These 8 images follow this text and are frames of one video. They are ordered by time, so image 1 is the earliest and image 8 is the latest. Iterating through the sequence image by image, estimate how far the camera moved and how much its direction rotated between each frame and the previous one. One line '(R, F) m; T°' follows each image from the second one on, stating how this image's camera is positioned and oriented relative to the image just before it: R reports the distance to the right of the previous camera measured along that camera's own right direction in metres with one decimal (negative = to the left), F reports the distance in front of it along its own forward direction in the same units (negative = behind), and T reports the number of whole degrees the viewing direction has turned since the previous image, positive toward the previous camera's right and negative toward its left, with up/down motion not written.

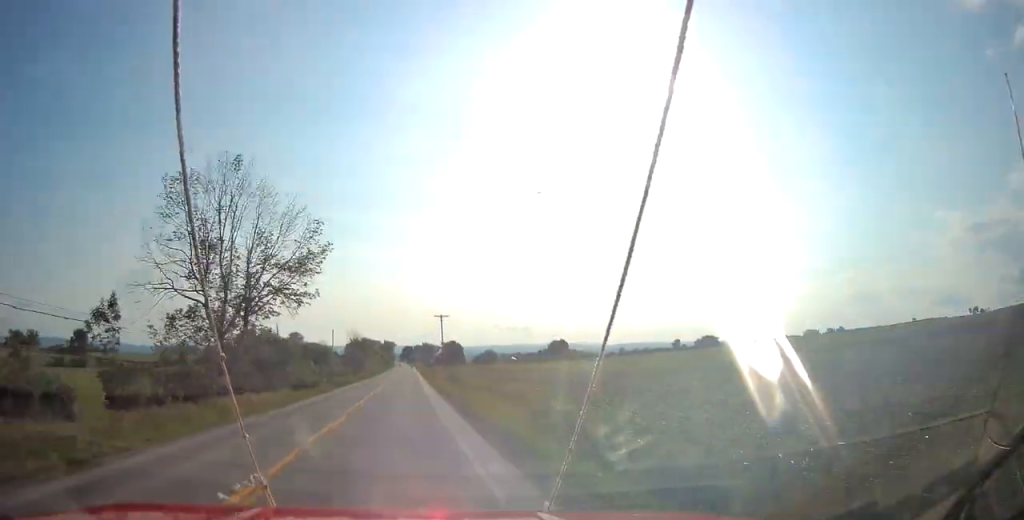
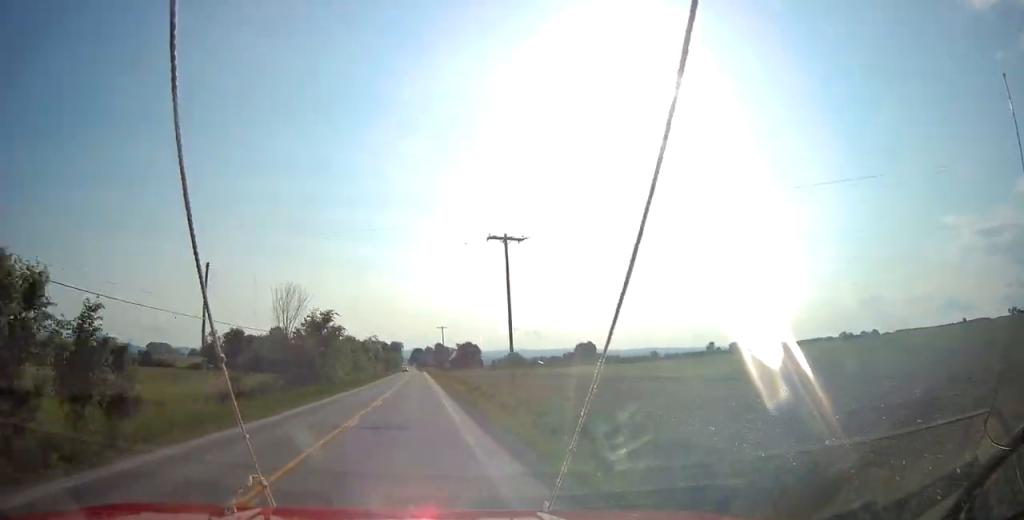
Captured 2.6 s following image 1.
(+0.6, +61.1) m; 0°
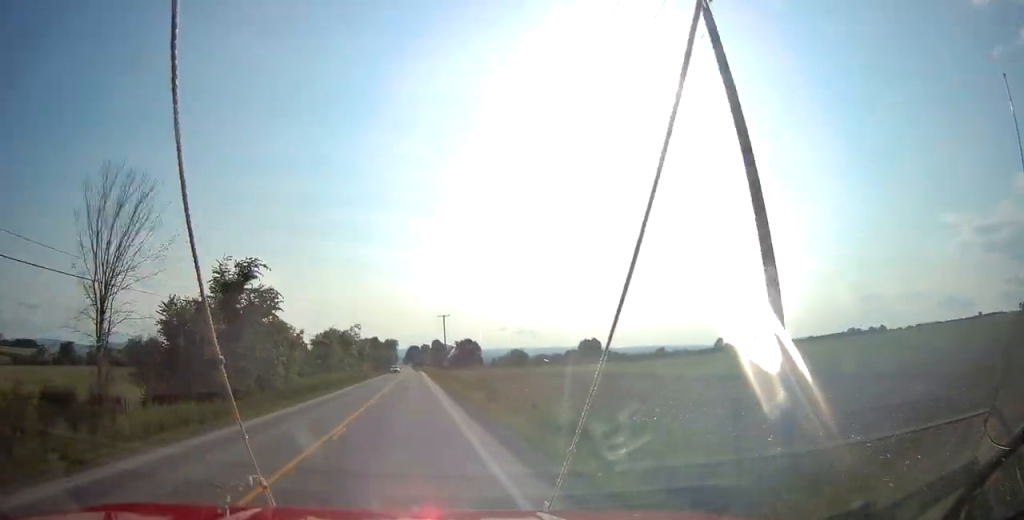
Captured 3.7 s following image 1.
(-0.1, +27.5) m; 0°
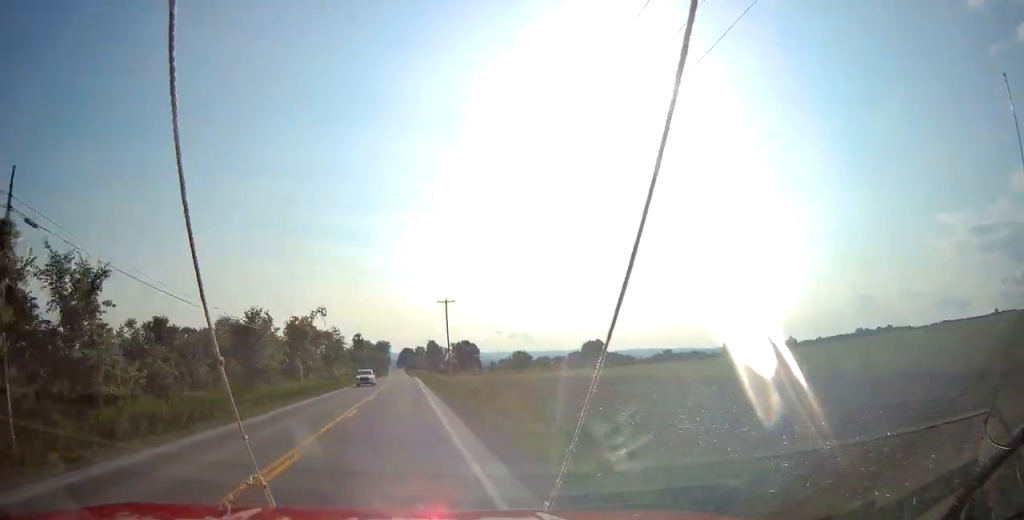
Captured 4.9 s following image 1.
(0.0, +29.5) m; 0°
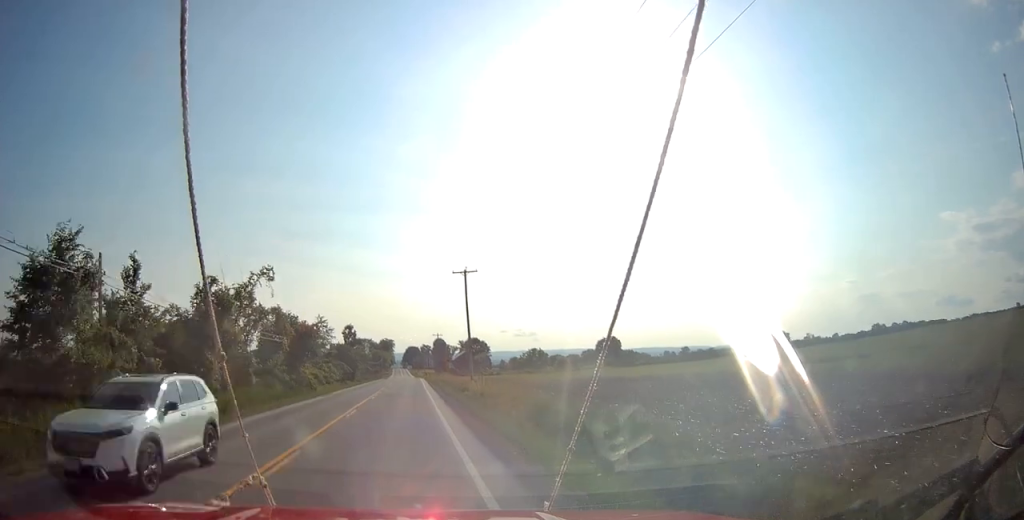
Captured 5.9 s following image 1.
(0.0, +24.8) m; 0°
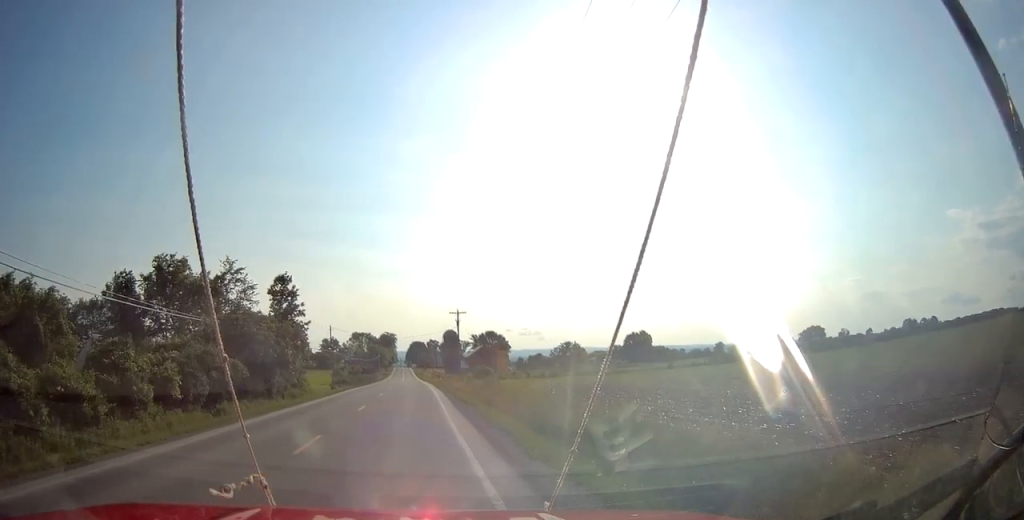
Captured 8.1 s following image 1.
(+0.1, +53.2) m; -1°
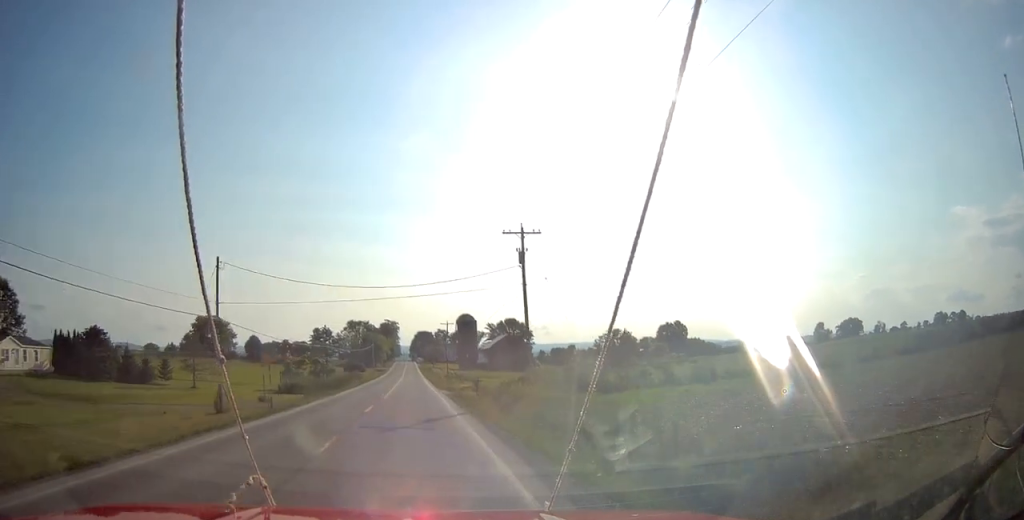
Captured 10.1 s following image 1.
(-0.5, +49.7) m; -1°
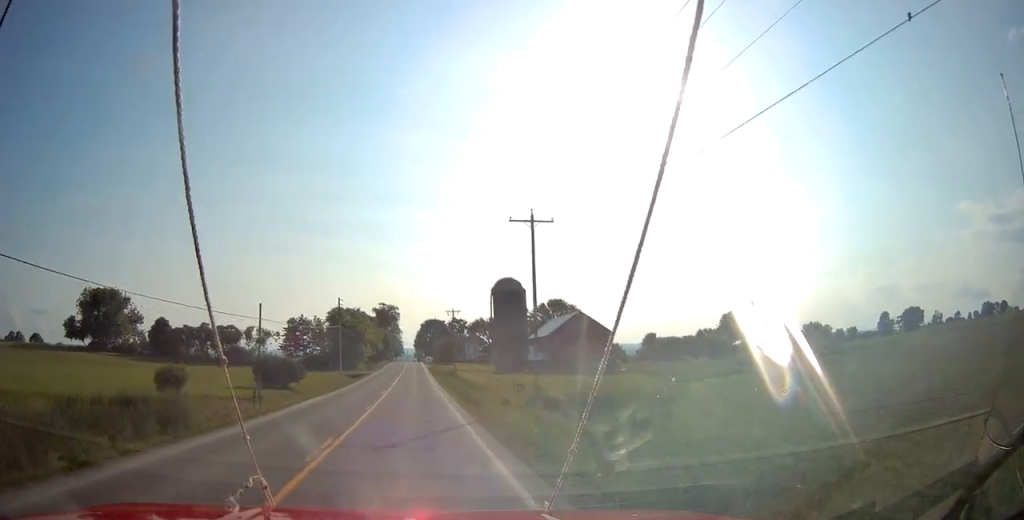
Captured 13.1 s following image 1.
(-0.4, +74.7) m; 0°
